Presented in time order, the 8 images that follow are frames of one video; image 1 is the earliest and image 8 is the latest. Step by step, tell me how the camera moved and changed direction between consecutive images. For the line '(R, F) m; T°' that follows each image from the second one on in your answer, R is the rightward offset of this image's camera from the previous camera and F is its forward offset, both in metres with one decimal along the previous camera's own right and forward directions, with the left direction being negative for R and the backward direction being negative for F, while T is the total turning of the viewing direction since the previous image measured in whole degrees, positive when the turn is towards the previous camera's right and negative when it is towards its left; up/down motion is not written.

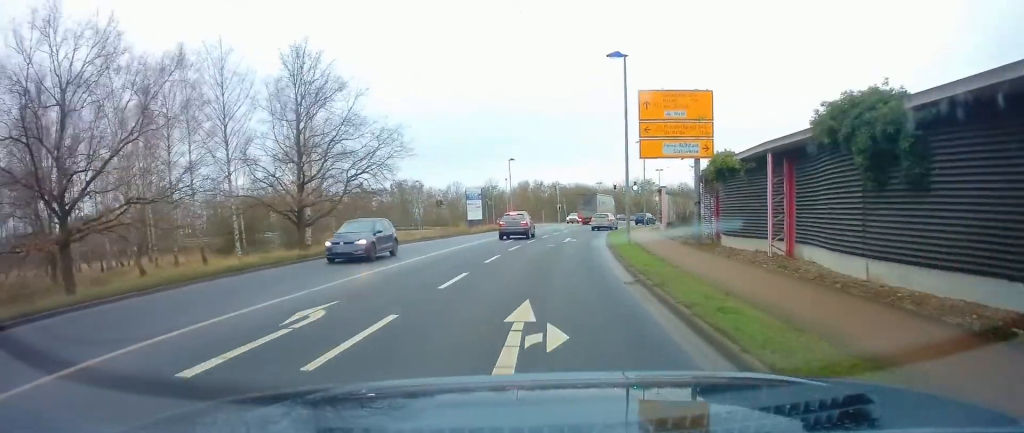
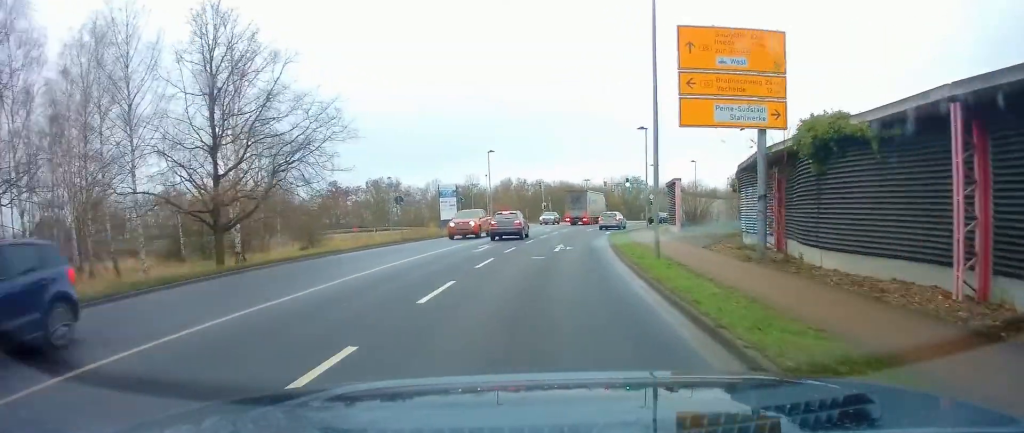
(+0.1, +7.9) m; +2°
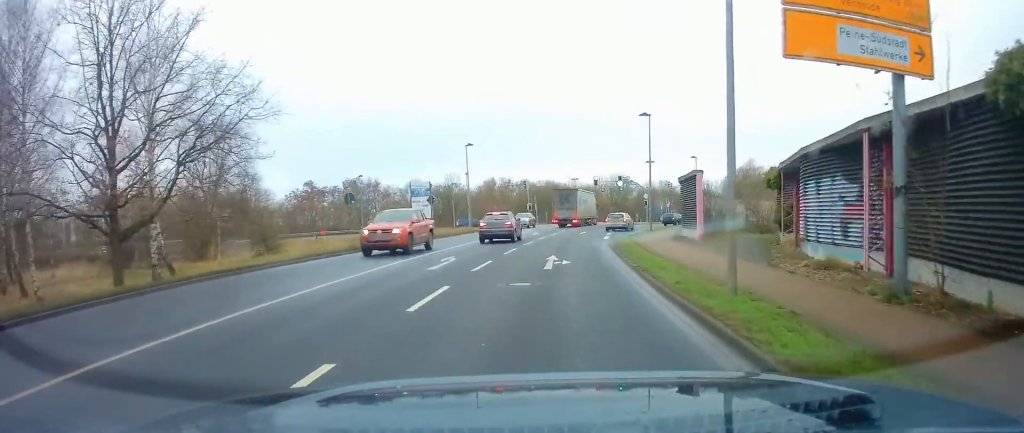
(+0.1, +6.6) m; +2°
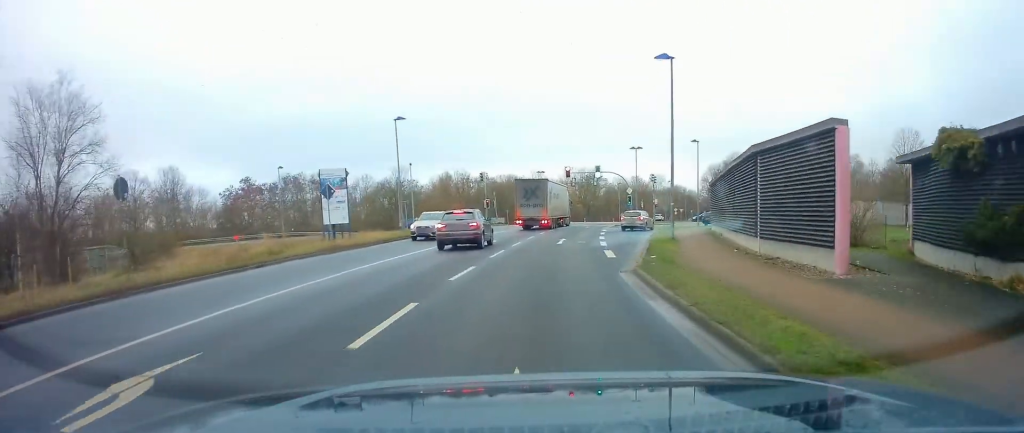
(+0.5, +14.2) m; +4°
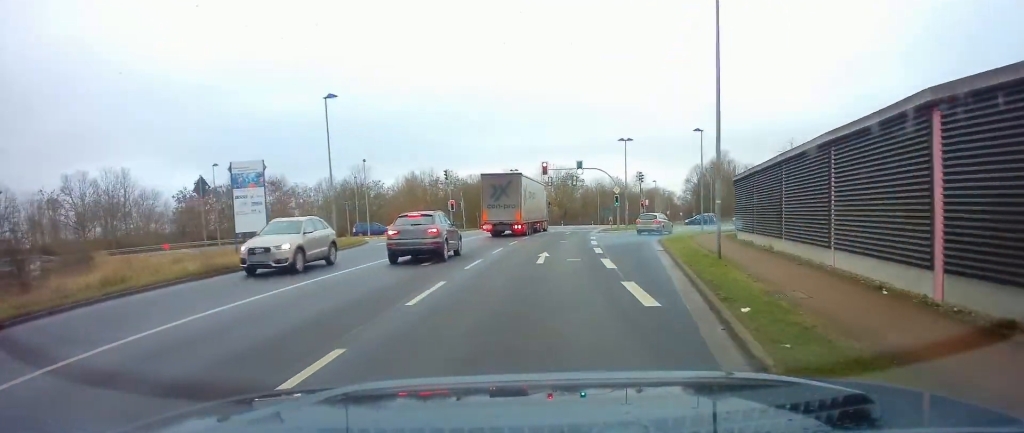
(+0.2, +8.7) m; +2°
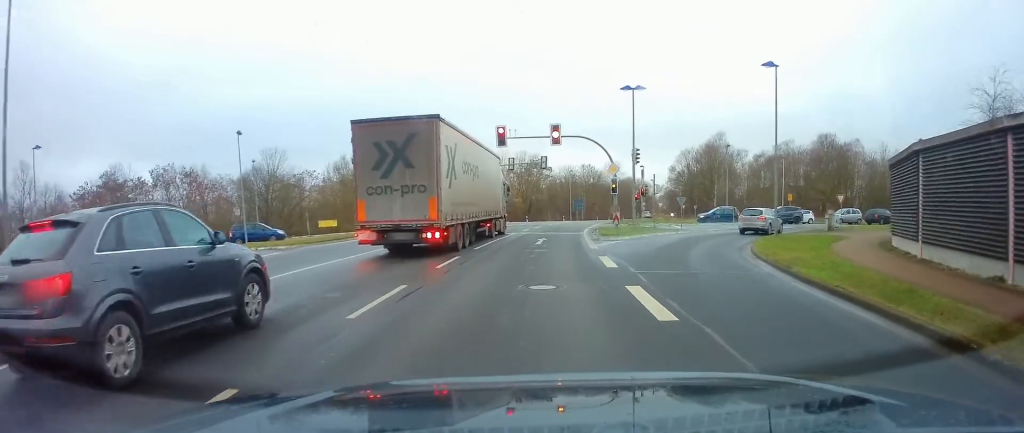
(+0.4, +19.2) m; +2°
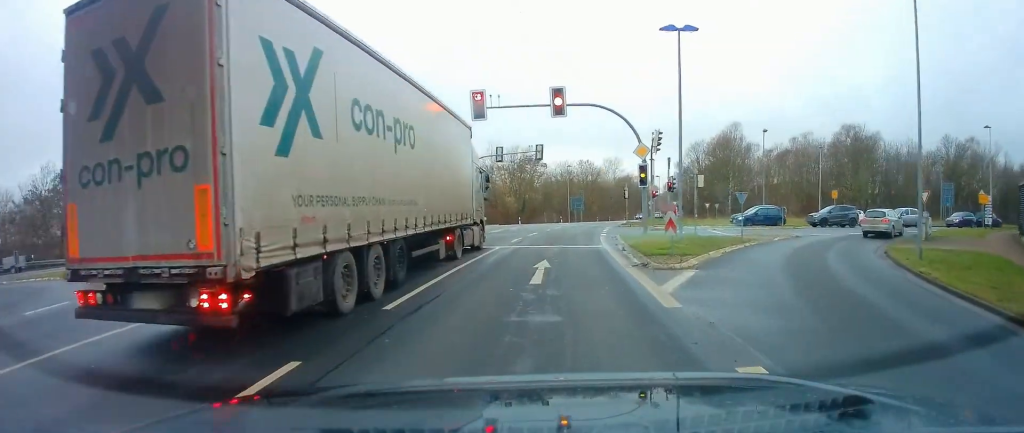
(0.0, +10.8) m; +2°
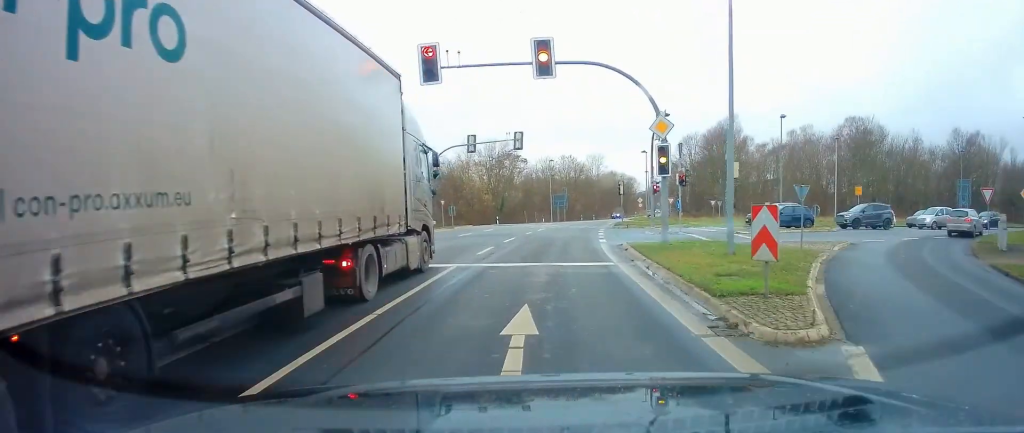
(+0.3, +7.2) m; +1°
